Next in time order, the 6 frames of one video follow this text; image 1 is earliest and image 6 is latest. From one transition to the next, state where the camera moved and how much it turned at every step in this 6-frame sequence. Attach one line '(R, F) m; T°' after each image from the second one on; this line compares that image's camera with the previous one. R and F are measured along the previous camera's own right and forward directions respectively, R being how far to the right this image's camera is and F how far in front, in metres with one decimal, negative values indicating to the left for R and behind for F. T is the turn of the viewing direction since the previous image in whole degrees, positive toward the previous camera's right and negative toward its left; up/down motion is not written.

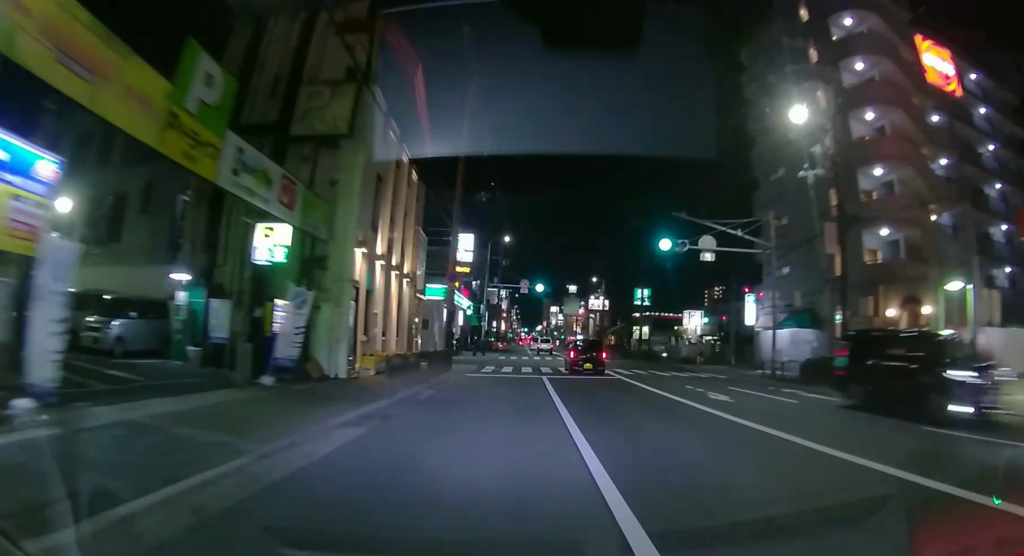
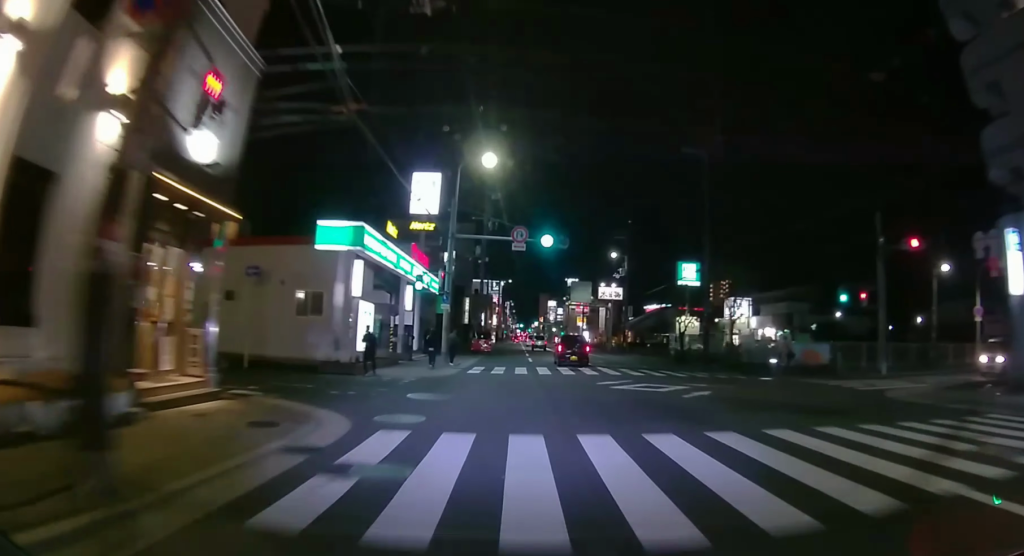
(+0.2, +20.4) m; +1°
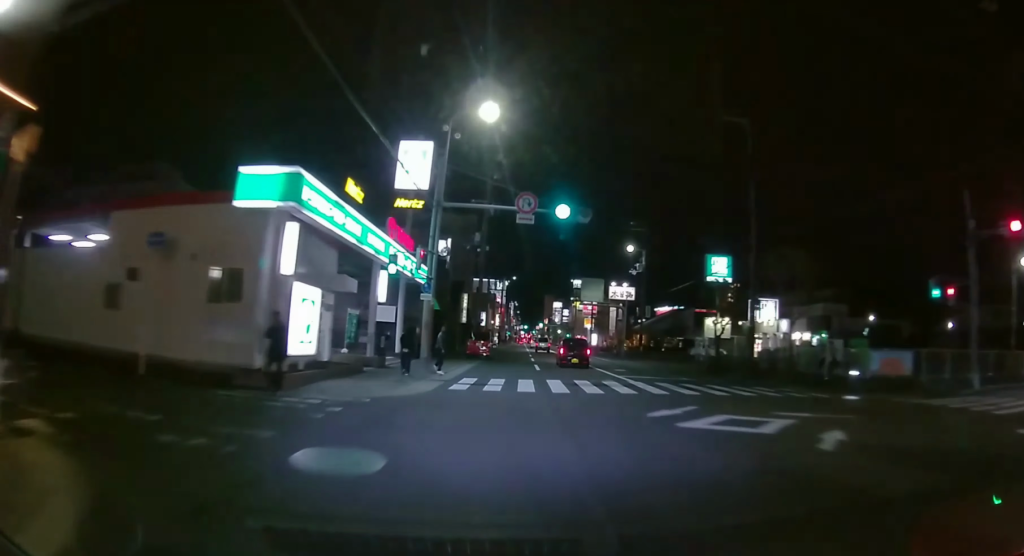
(0.0, +6.3) m; 0°
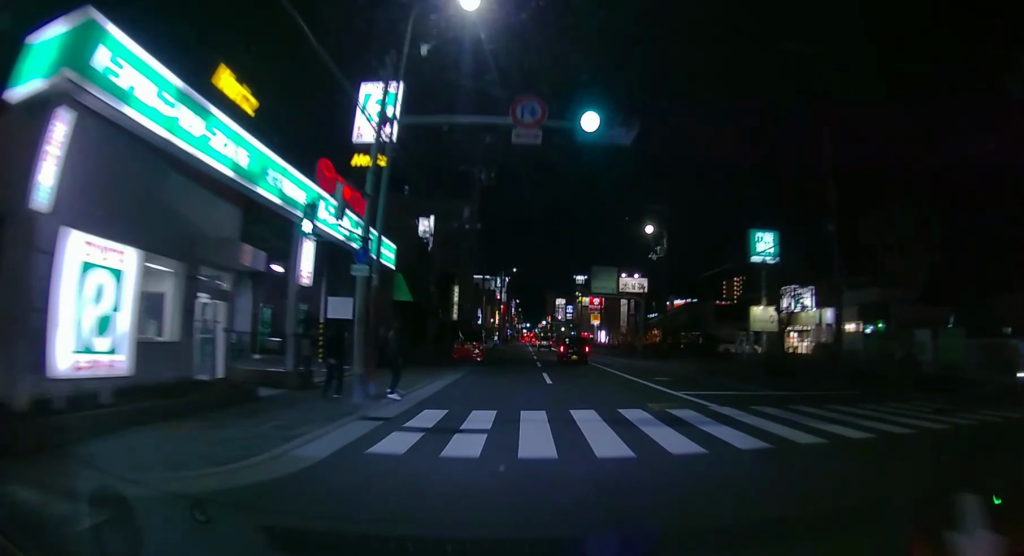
(0.0, +8.5) m; -1°
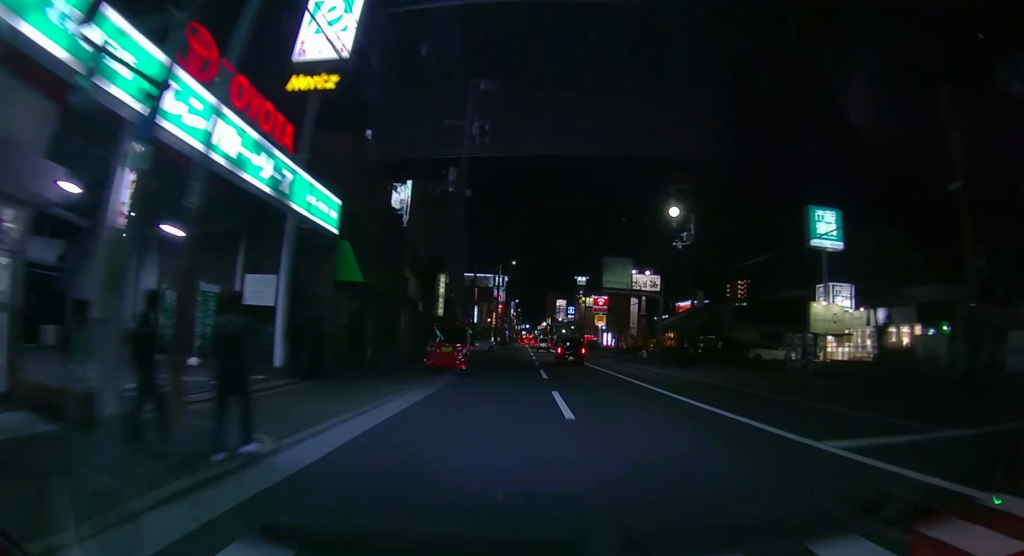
(0.0, +6.6) m; -1°
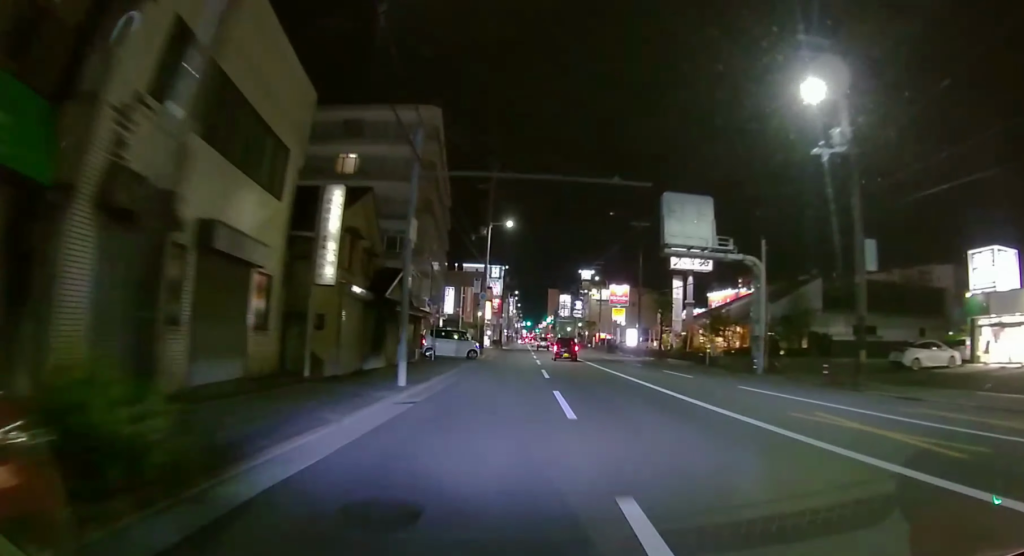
(-0.2, +20.0) m; 0°
